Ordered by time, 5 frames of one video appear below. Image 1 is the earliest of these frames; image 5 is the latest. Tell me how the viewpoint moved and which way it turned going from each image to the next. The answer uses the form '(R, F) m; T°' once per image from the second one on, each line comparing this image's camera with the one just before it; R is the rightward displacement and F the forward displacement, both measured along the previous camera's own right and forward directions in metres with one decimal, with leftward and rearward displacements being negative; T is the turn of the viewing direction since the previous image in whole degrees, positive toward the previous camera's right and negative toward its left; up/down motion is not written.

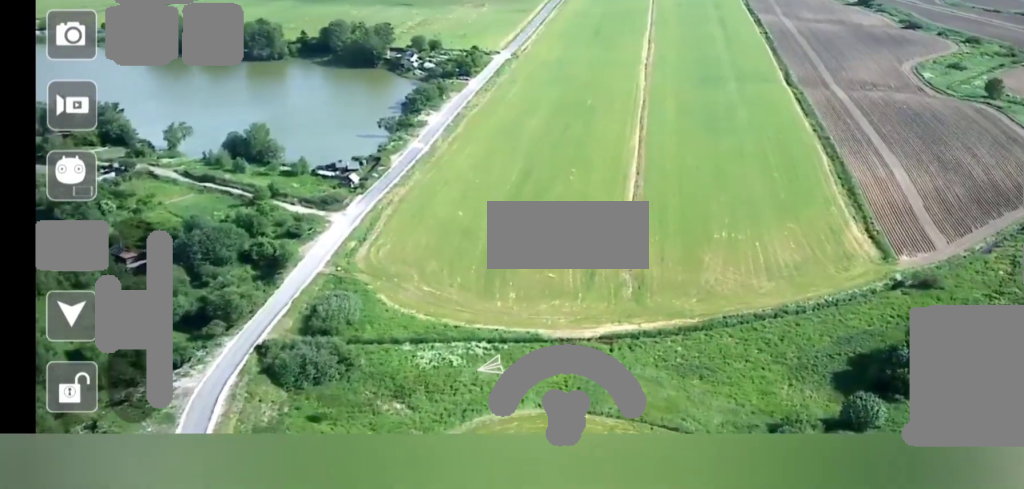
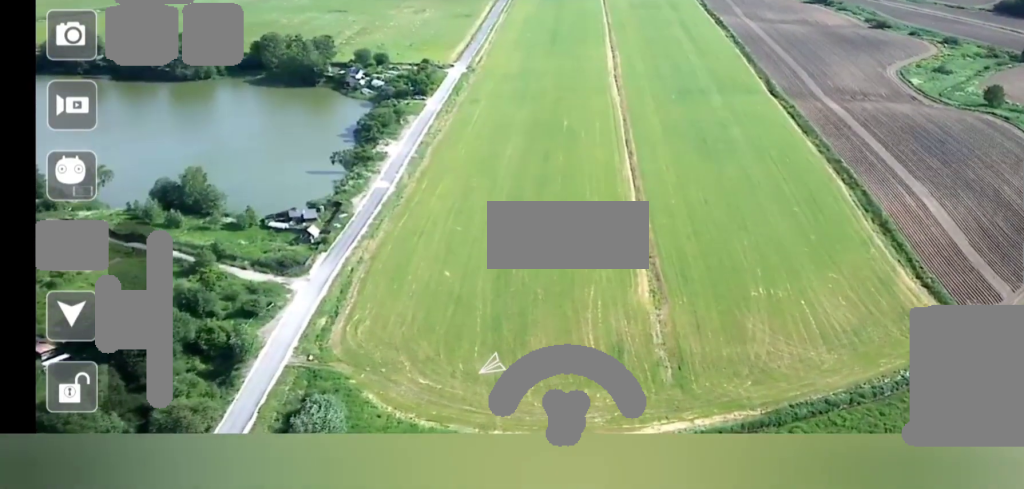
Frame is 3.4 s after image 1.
(+0.2, +46.0) m; 0°
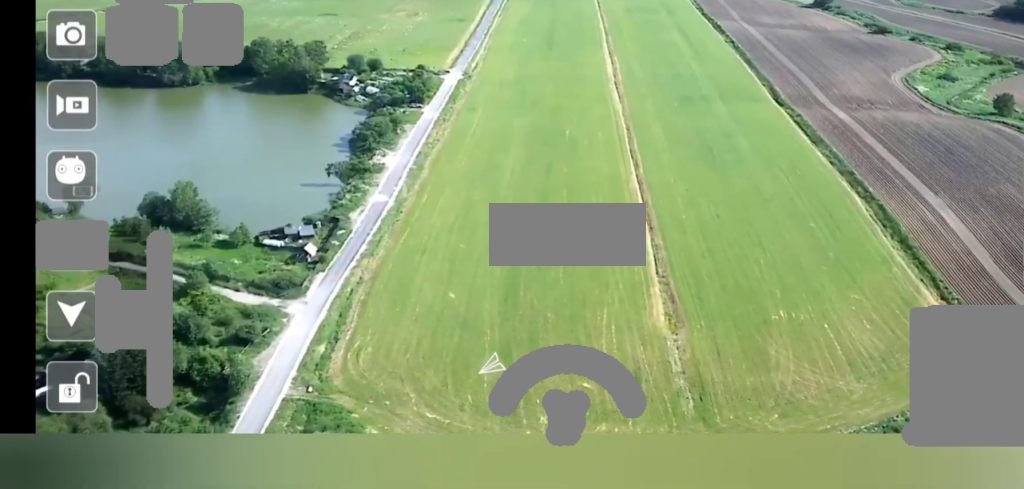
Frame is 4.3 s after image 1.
(-0.1, +10.1) m; -1°
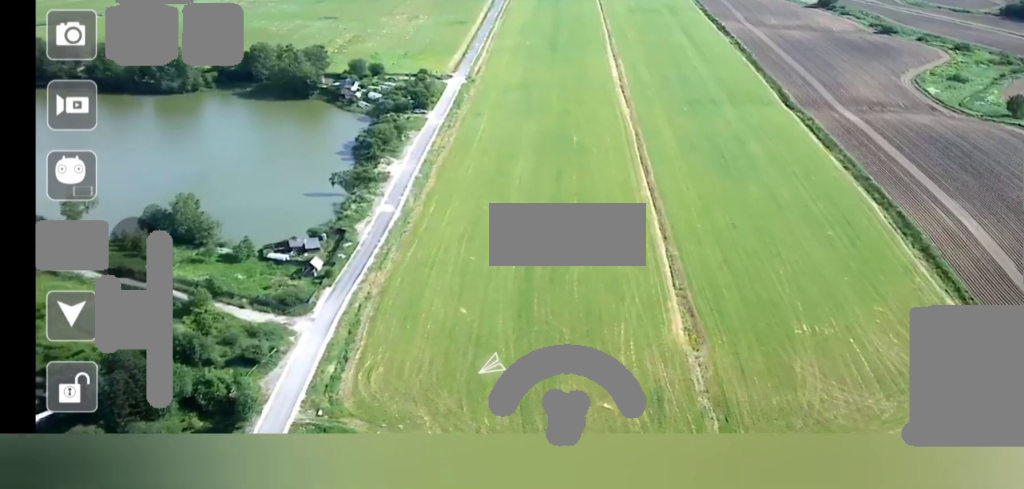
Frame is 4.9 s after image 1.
(0.0, +5.8) m; 0°
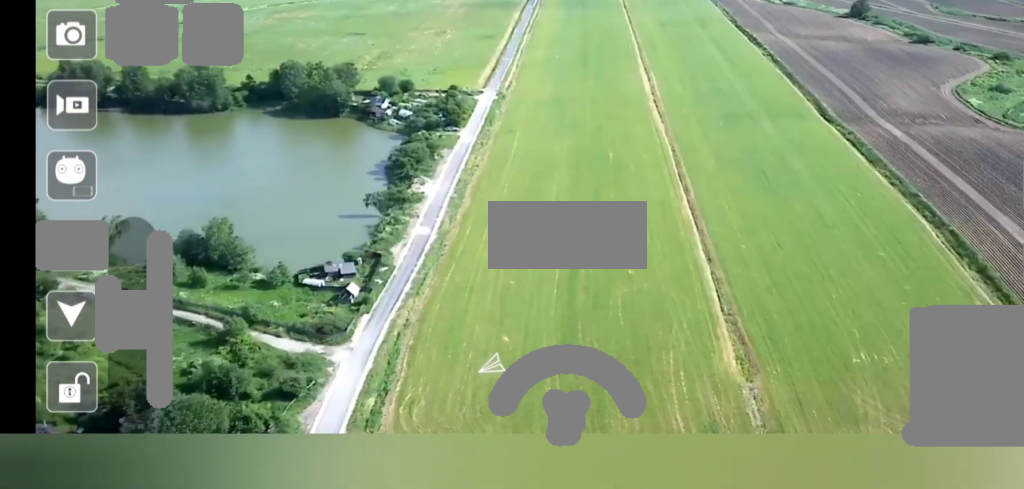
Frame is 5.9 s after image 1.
(-0.1, +7.2) m; +1°
